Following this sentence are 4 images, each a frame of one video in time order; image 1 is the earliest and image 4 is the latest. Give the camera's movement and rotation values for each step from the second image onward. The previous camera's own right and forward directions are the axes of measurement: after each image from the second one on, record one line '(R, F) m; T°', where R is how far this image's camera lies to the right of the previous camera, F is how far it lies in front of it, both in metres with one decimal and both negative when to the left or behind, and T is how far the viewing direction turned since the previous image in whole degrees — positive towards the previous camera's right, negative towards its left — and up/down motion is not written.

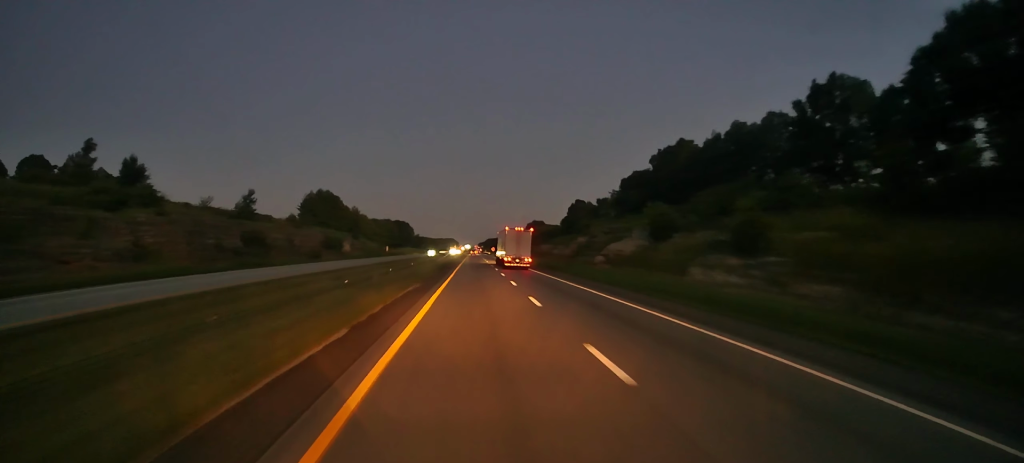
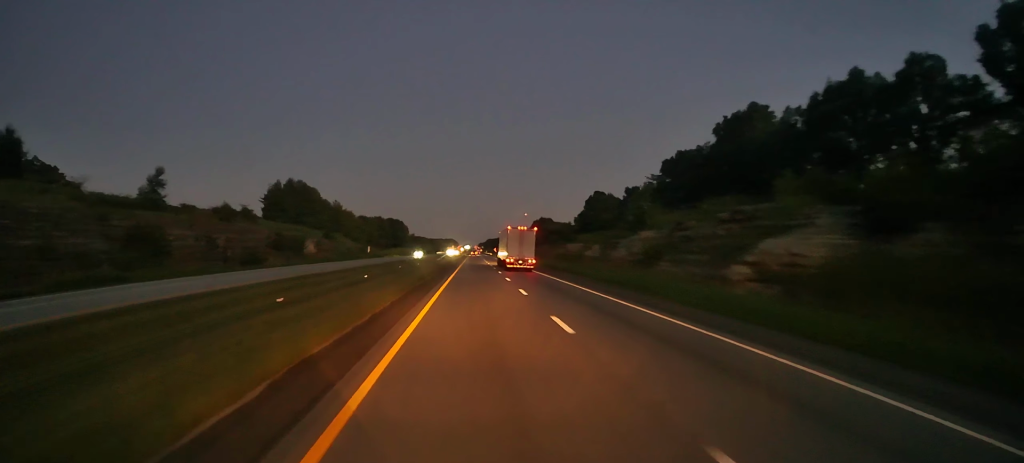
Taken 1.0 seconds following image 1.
(+0.2, +30.8) m; 0°
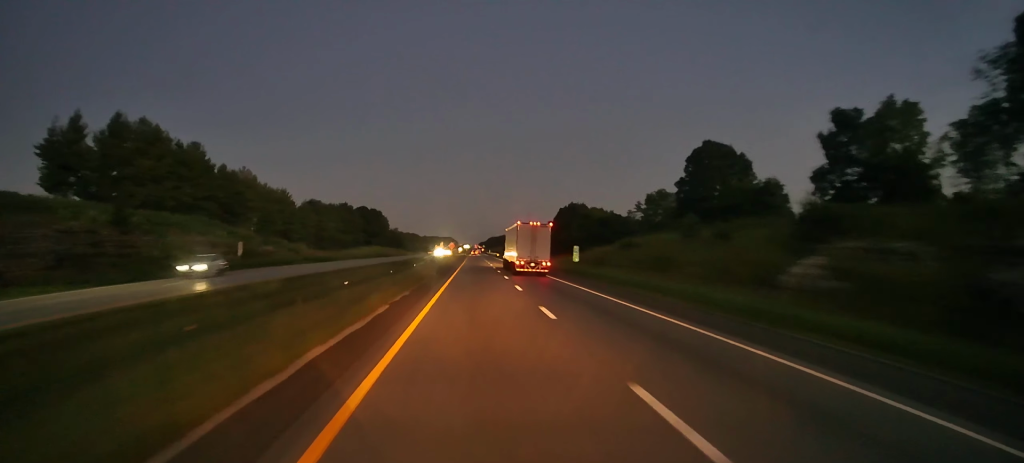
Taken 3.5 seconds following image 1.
(-0.9, +81.8) m; 0°
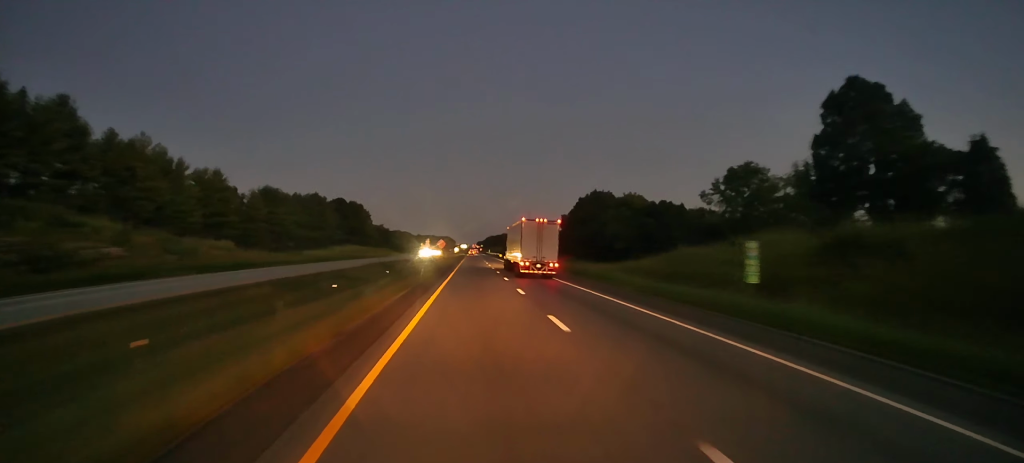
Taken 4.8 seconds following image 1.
(+0.6, +38.9) m; +1°
